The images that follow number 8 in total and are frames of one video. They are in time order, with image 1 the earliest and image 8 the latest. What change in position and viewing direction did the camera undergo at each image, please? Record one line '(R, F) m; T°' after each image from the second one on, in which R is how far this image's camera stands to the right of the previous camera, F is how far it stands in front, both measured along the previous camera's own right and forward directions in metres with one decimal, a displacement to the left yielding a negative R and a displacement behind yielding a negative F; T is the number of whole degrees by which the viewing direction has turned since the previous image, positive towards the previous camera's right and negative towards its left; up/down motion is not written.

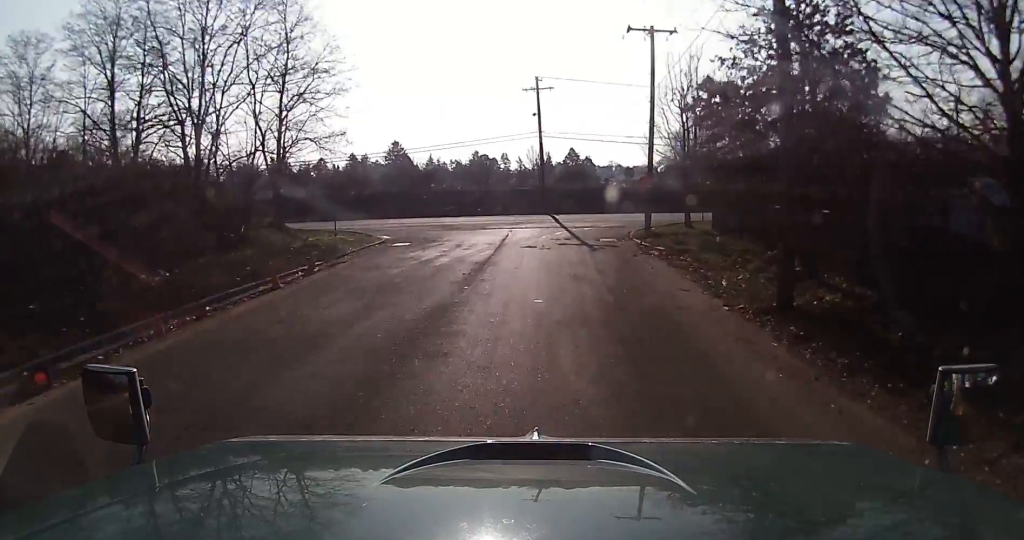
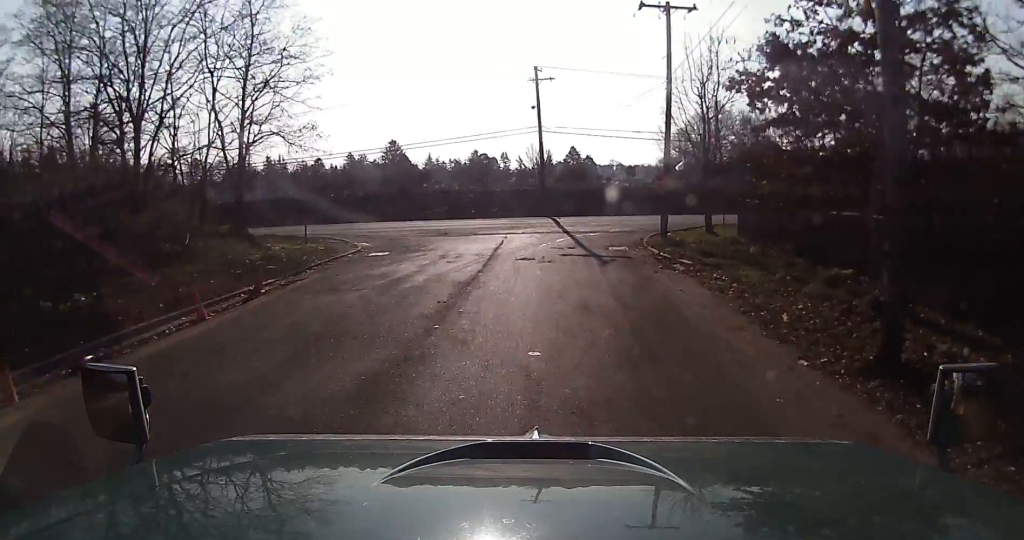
(-0.1, +4.8) m; 0°
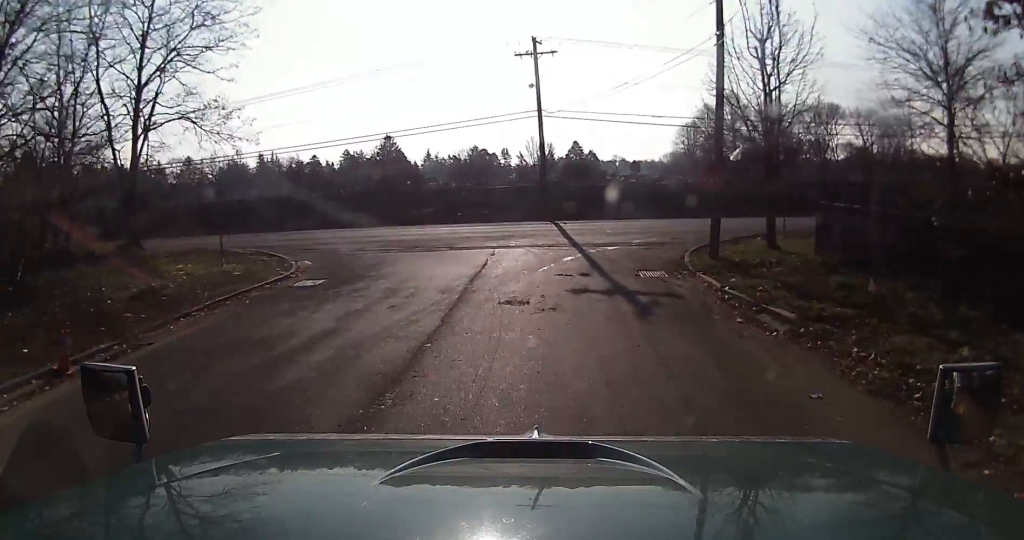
(0.0, +9.7) m; +1°
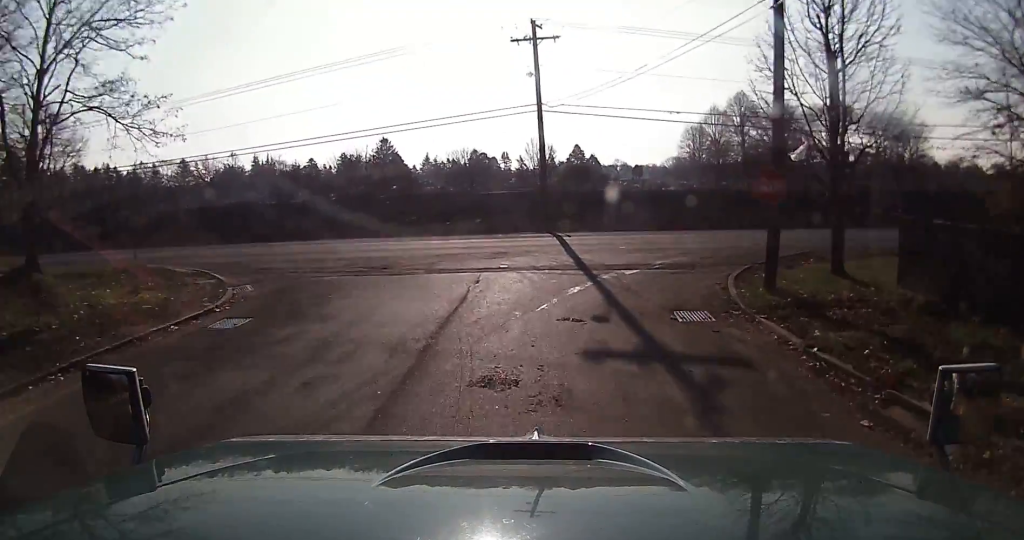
(+0.2, +6.7) m; +1°
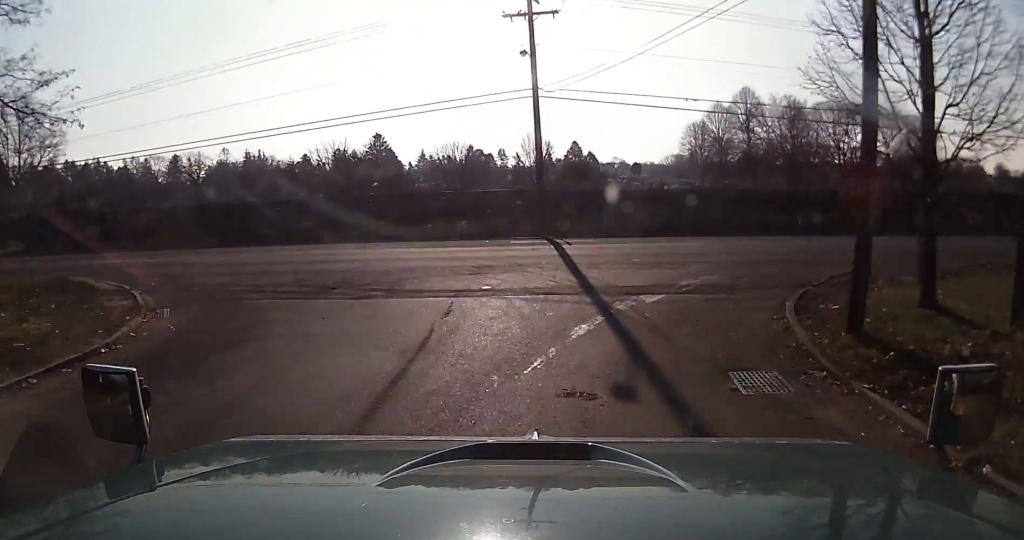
(-0.1, +6.0) m; 0°
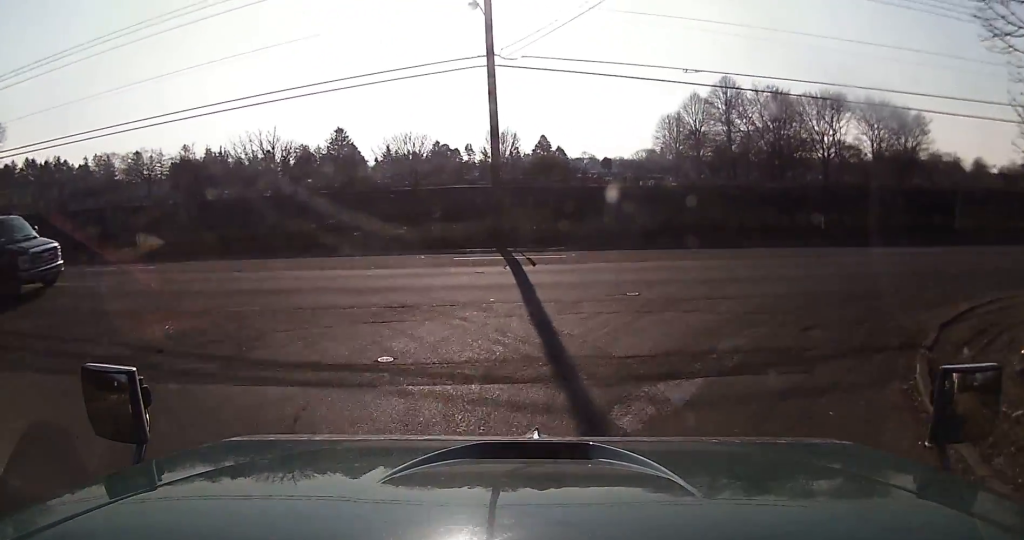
(+0.1, +9.4) m; +2°
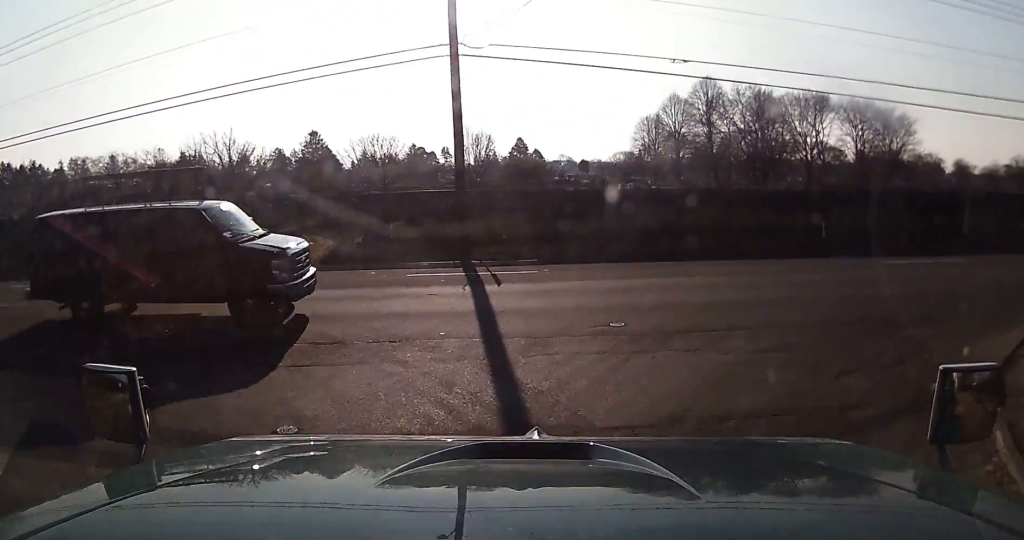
(+0.1, +4.0) m; +1°
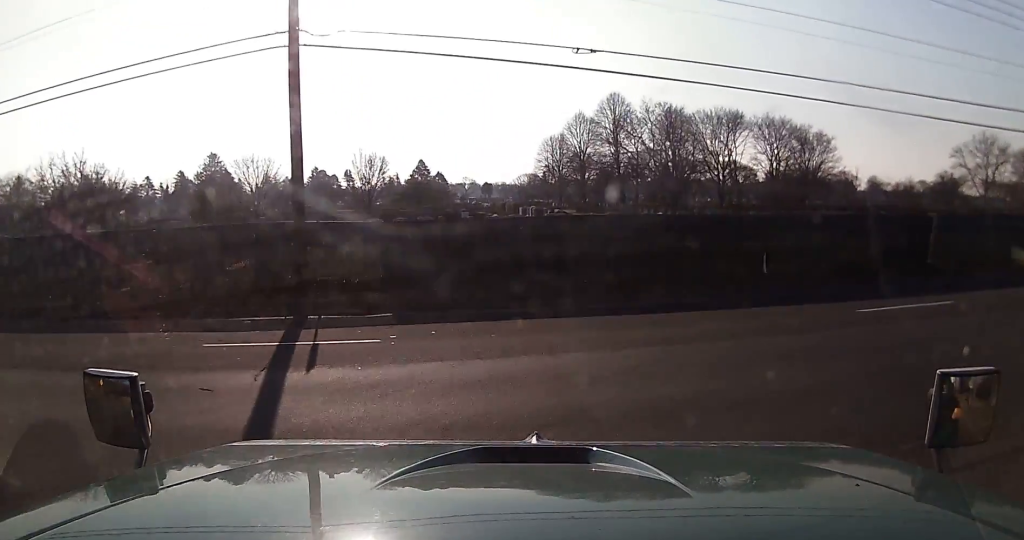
(+0.2, +8.6) m; +2°
